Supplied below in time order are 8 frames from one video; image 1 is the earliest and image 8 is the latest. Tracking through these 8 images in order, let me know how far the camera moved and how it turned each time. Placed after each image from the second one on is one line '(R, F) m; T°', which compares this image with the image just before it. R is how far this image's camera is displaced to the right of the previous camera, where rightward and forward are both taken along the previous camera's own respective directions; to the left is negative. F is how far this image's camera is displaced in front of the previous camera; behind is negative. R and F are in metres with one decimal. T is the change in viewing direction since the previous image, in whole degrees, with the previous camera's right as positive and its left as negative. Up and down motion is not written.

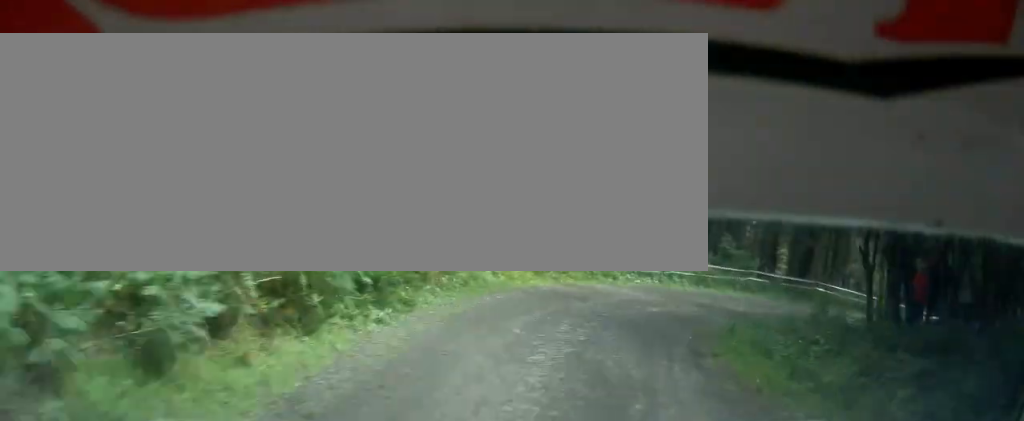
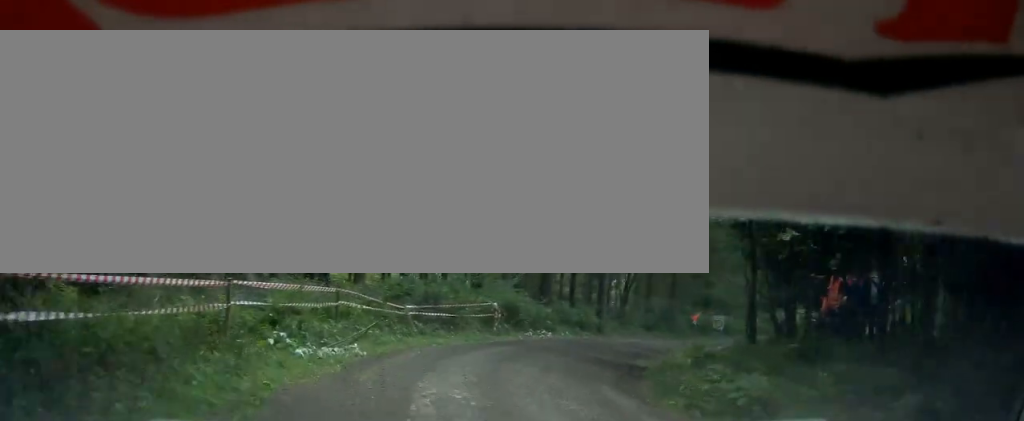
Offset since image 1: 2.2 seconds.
(+6.9, +27.3) m; +35°
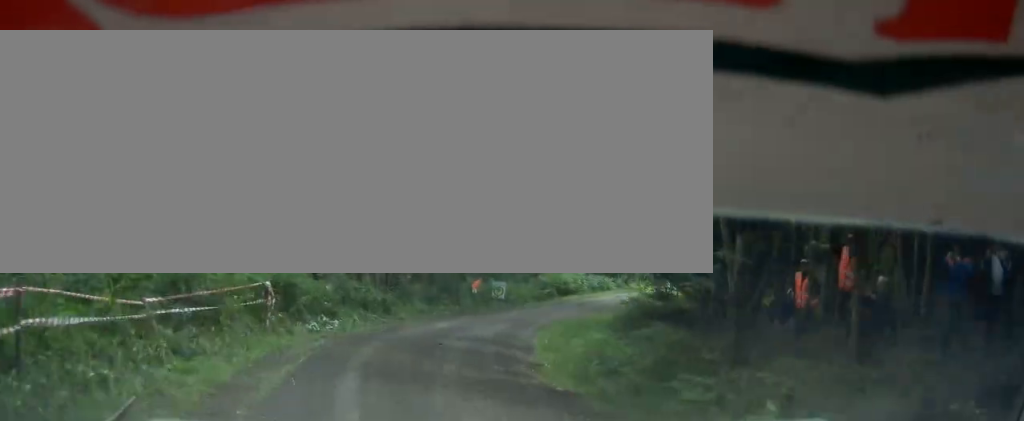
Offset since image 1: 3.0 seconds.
(+1.7, +10.9) m; +17°
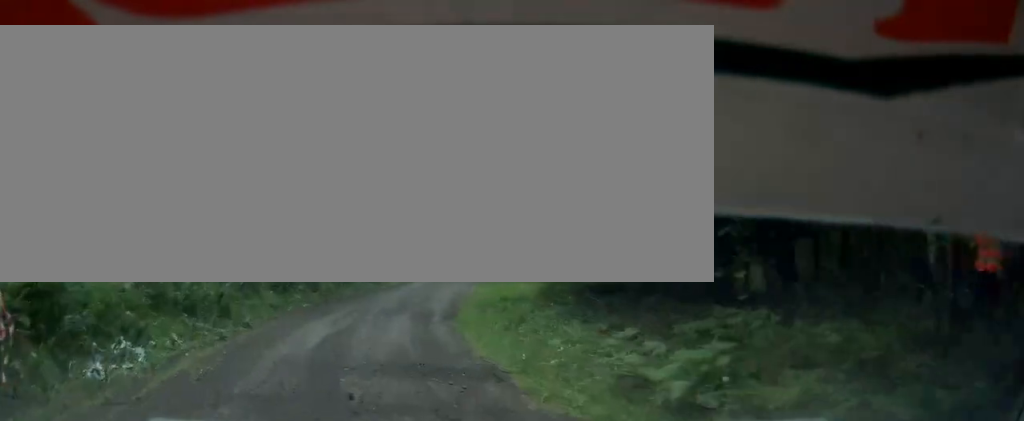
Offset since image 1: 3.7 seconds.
(+1.2, +9.2) m; +8°
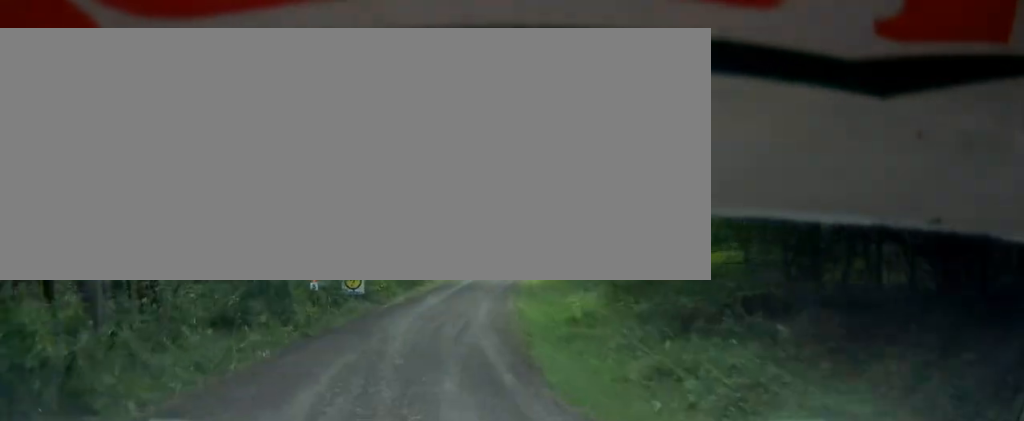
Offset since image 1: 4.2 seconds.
(+0.3, +7.5) m; +7°
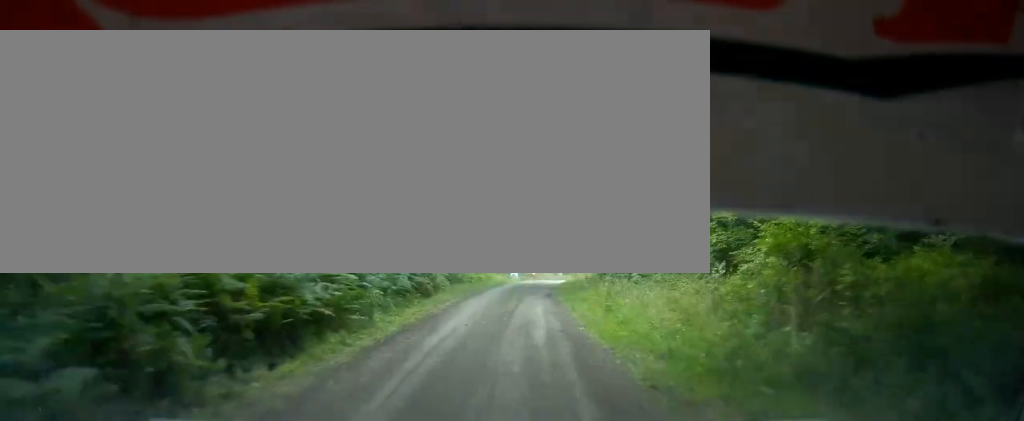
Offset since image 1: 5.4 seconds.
(+2.9, +19.5) m; +22°
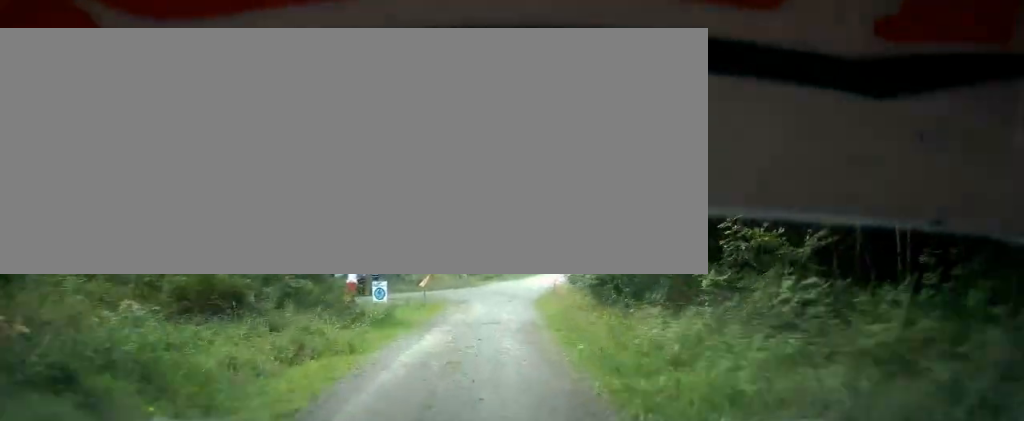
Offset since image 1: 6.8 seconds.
(+6.8, +29.4) m; +17°
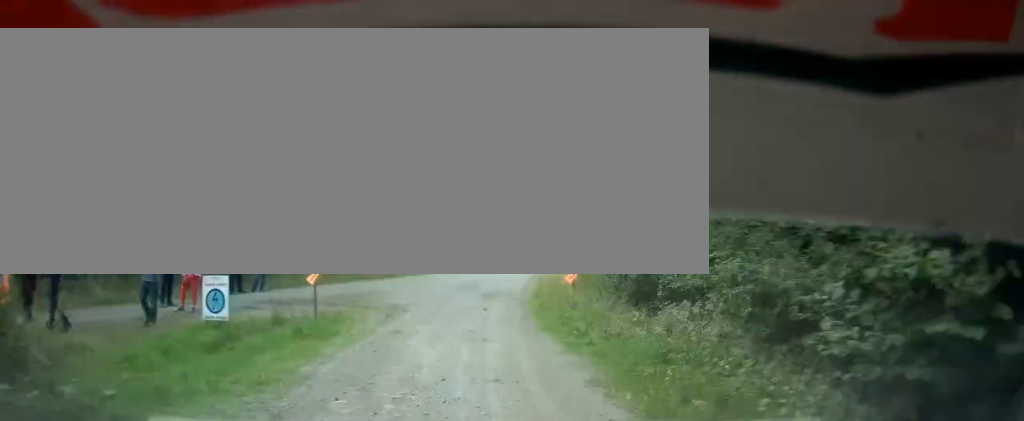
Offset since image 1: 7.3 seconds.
(-0.2, +14.8) m; +3°
